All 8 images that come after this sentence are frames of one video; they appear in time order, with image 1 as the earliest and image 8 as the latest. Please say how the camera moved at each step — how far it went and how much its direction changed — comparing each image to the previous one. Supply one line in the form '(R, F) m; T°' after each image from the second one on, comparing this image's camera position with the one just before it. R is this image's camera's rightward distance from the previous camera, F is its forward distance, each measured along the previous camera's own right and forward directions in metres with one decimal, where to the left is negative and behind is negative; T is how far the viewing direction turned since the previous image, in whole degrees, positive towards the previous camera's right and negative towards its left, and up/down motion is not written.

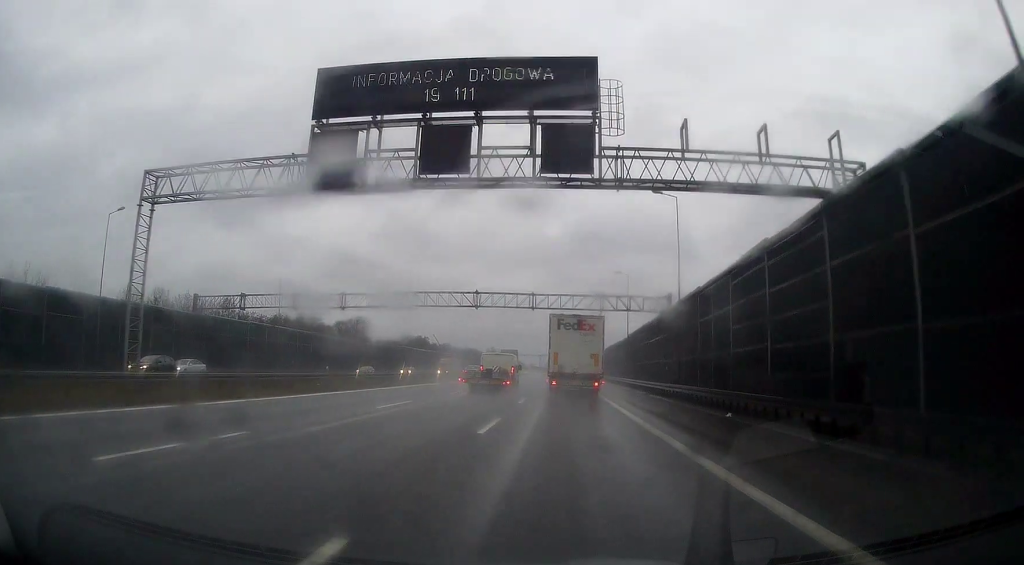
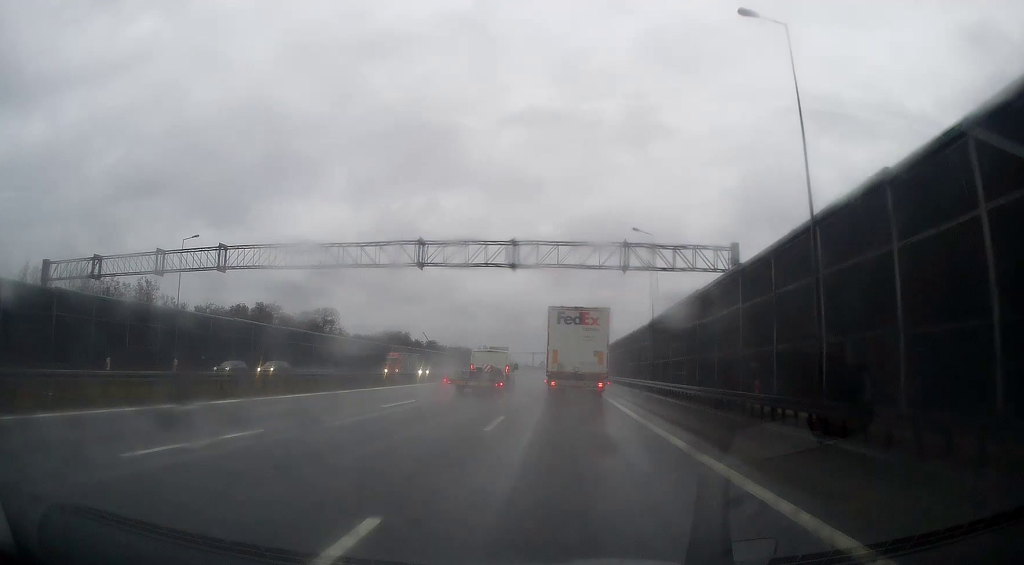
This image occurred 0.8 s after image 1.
(+0.2, +23.7) m; 0°
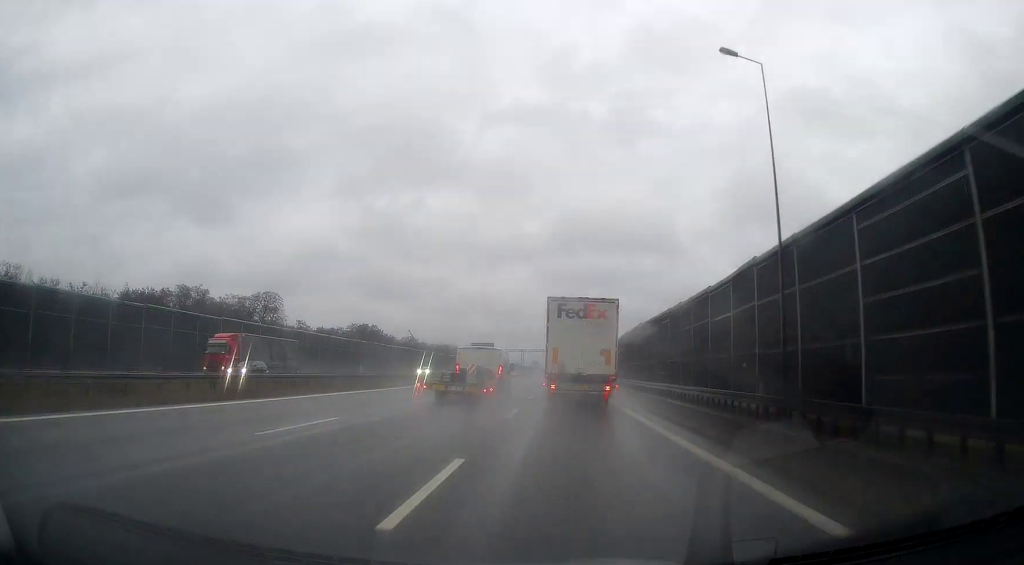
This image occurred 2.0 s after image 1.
(-0.2, +32.8) m; 0°
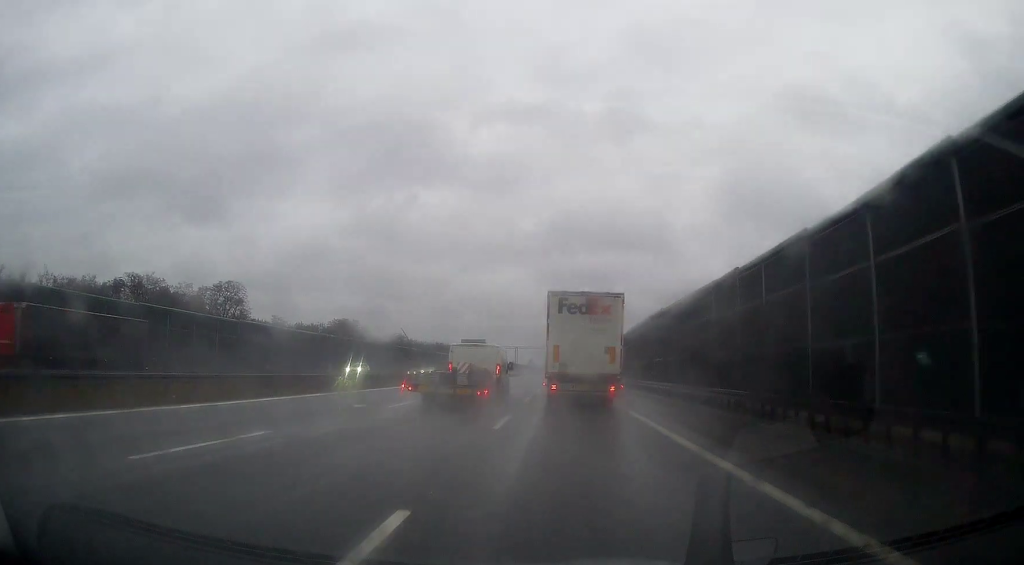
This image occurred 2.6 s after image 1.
(0.0, +15.7) m; 0°
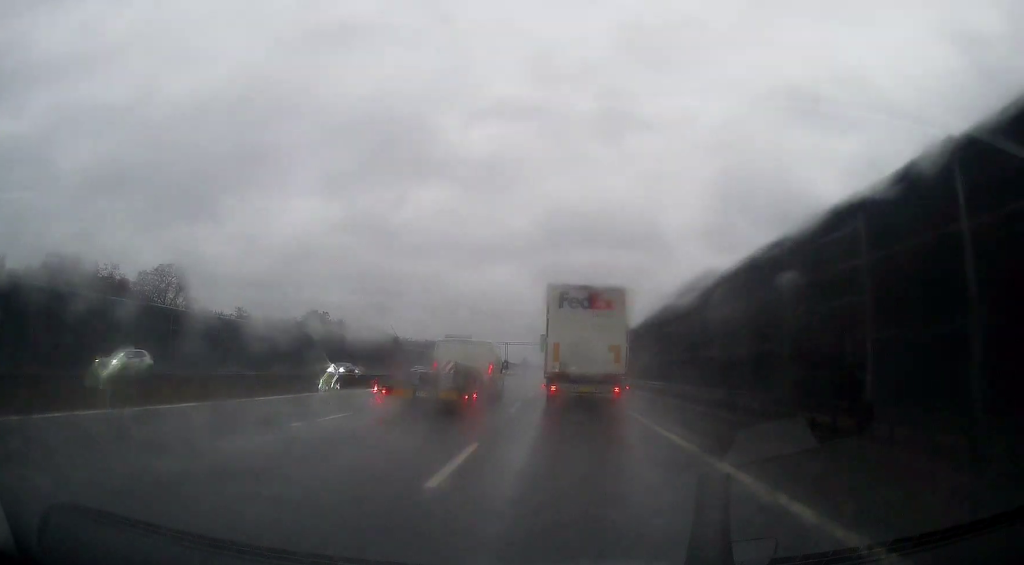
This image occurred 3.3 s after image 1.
(+0.2, +19.3) m; +1°
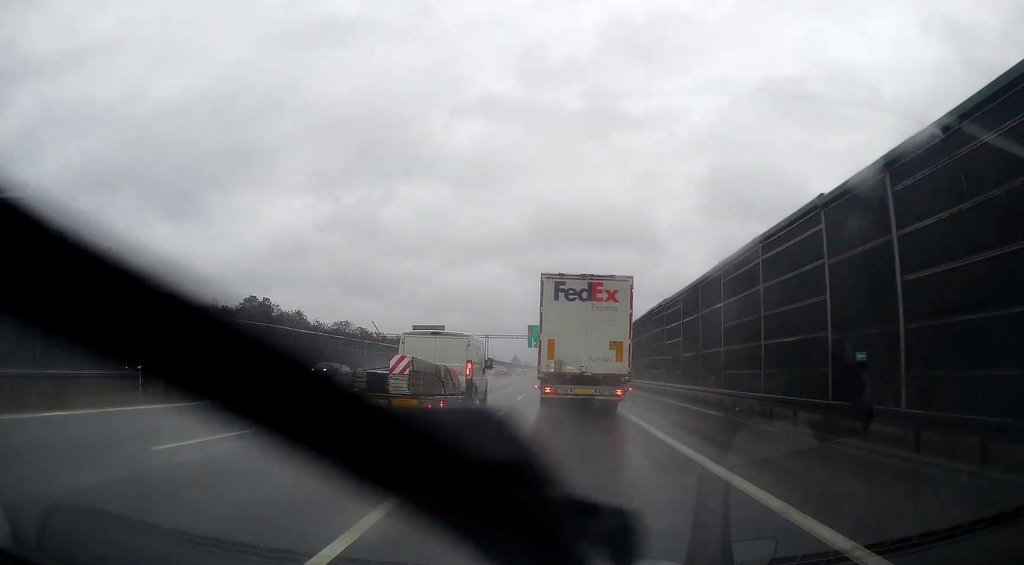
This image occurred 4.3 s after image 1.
(0.0, +28.7) m; +1°
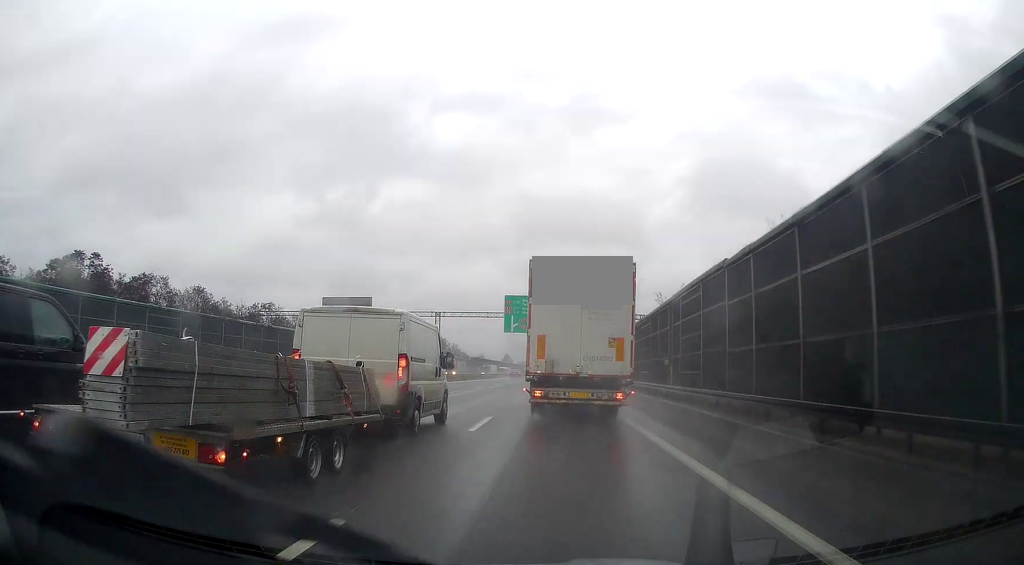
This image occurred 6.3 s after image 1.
(+0.5, +50.4) m; 0°
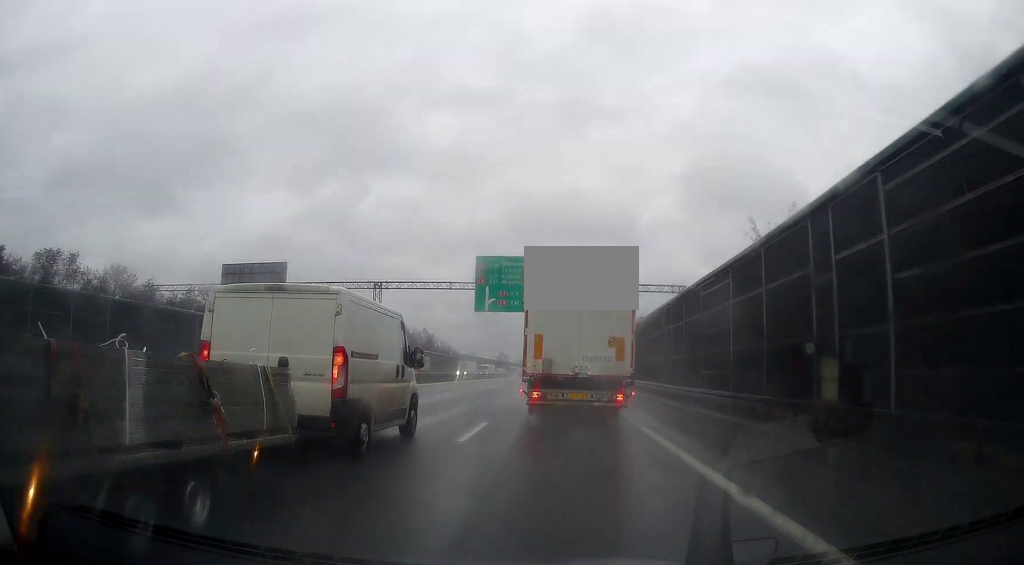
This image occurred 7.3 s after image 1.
(0.0, +26.2) m; +1°
